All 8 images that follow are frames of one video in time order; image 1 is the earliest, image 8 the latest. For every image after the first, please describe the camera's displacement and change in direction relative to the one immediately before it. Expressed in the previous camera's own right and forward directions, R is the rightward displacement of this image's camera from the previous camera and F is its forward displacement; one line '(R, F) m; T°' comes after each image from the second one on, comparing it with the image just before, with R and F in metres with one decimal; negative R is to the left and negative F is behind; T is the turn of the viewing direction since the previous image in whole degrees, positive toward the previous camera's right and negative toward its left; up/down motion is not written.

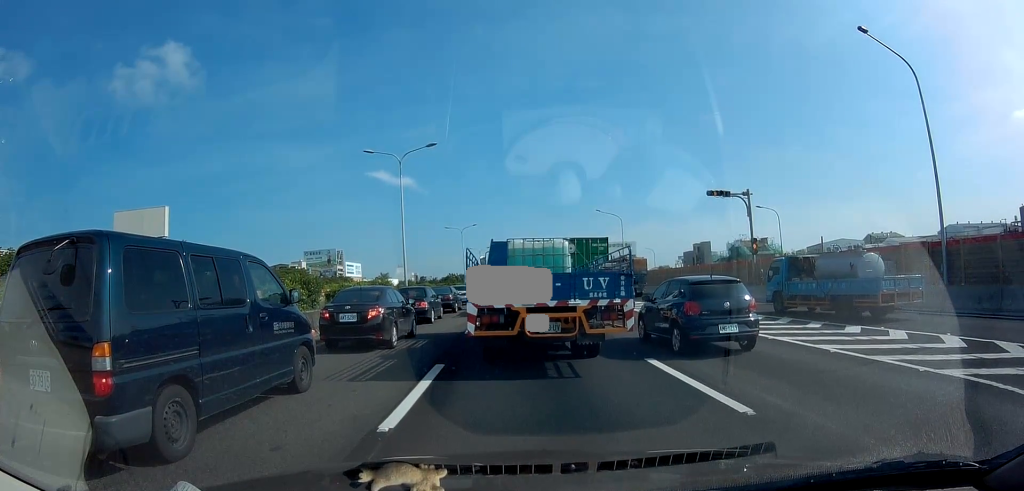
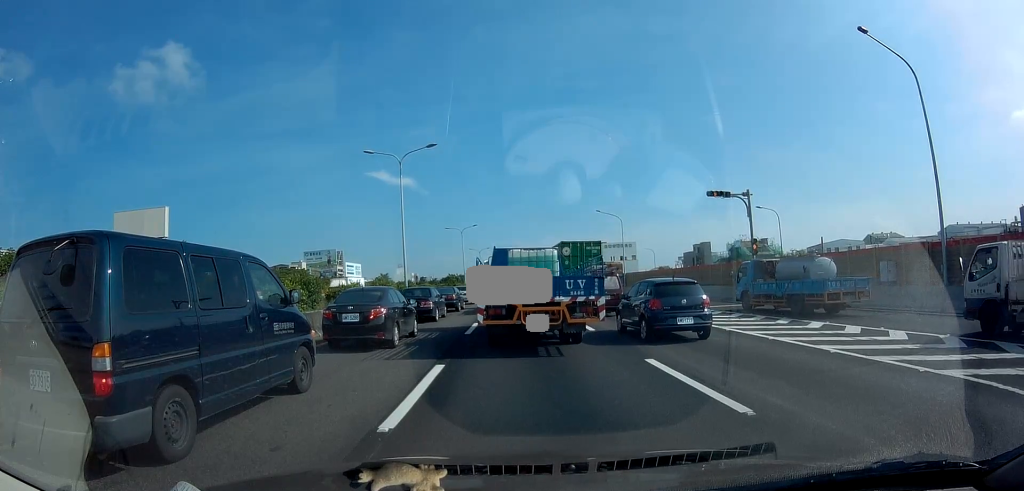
(0.0, 0.0) m; 0°
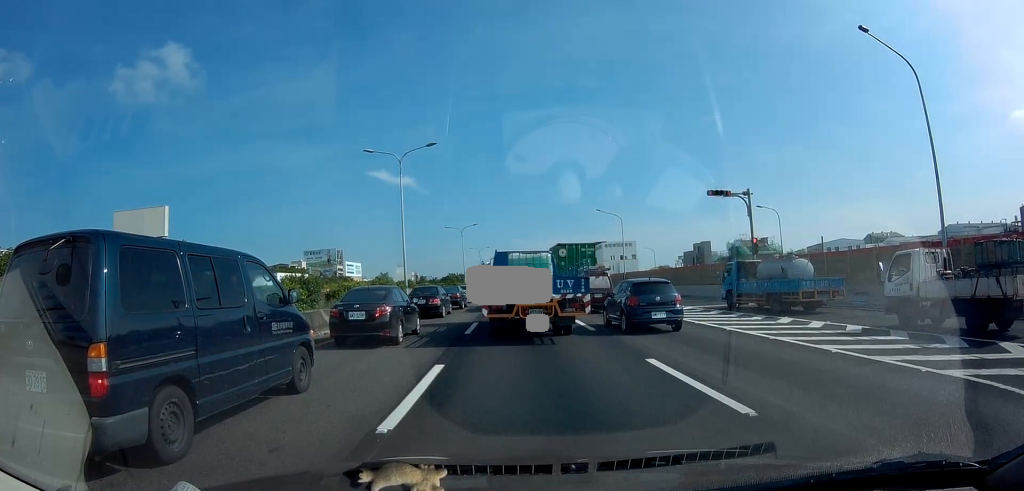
(0.0, 0.0) m; 0°
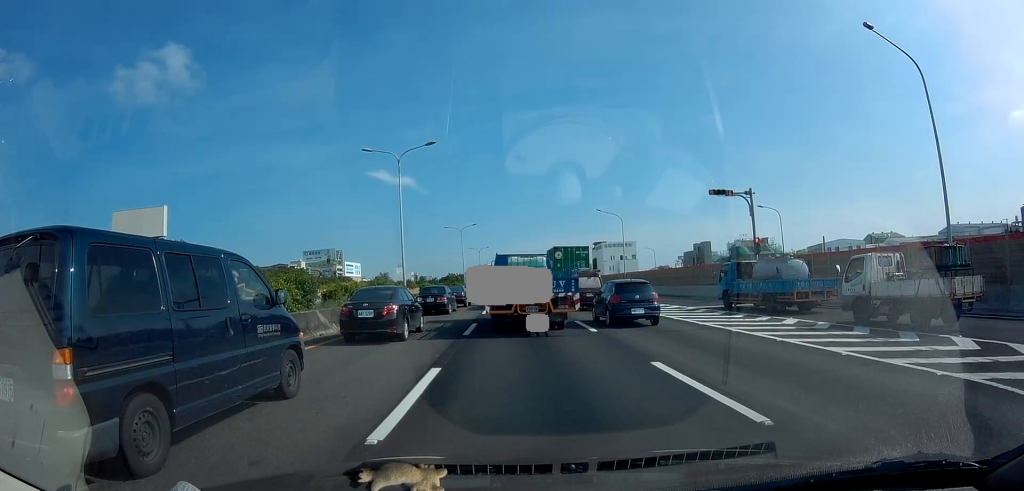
(0.0, +0.2) m; 0°
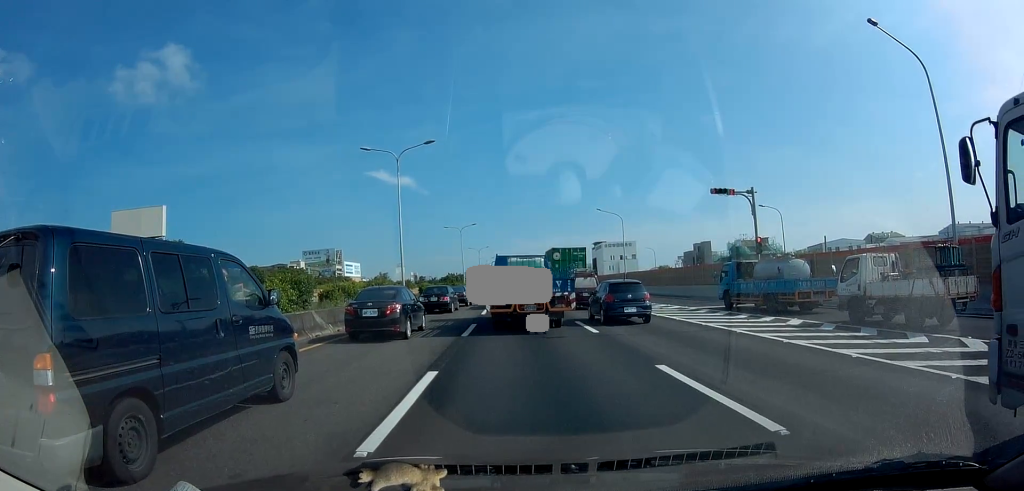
(0.0, +0.3) m; 0°
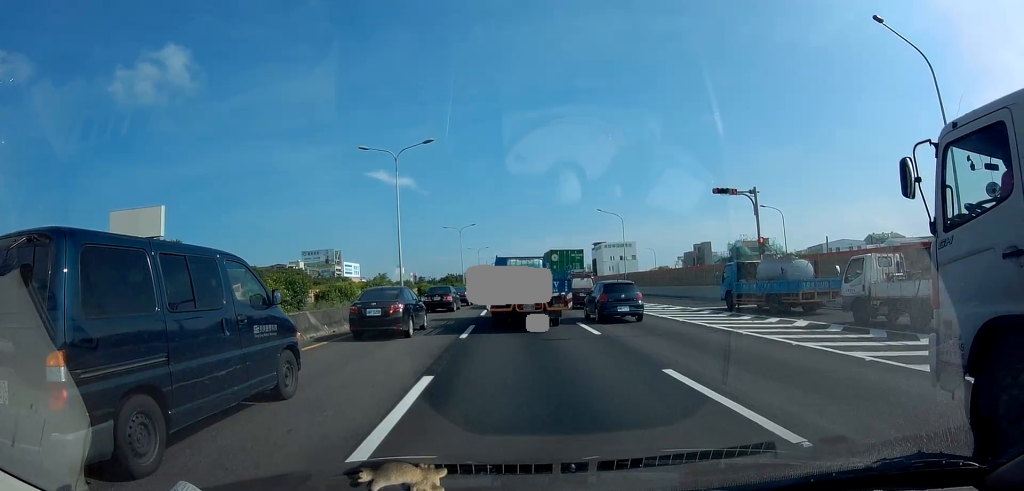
(0.0, +0.4) m; 0°
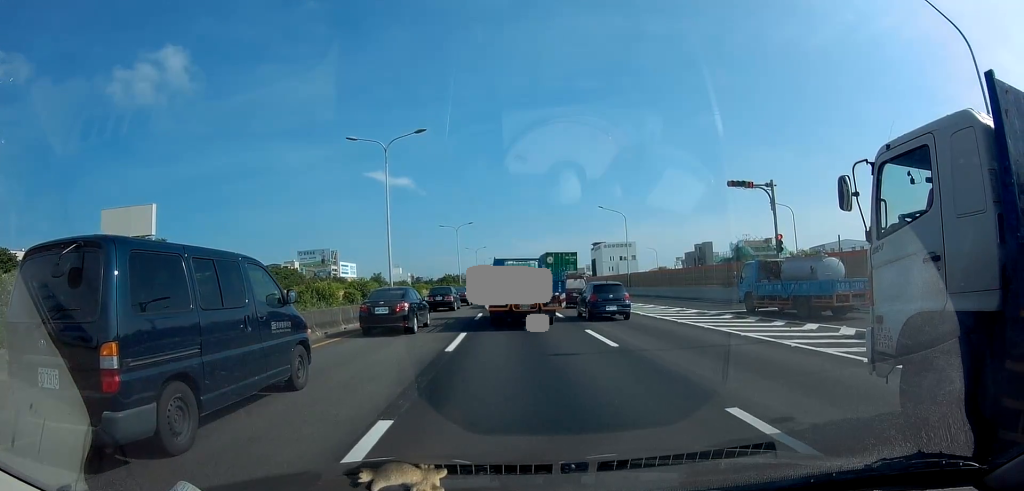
(0.0, +2.6) m; 0°
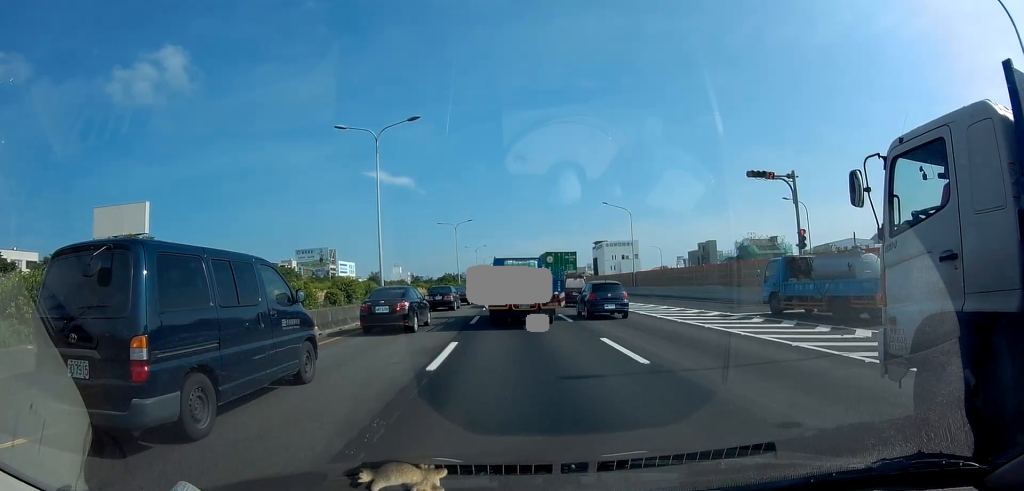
(0.0, +2.6) m; 0°
